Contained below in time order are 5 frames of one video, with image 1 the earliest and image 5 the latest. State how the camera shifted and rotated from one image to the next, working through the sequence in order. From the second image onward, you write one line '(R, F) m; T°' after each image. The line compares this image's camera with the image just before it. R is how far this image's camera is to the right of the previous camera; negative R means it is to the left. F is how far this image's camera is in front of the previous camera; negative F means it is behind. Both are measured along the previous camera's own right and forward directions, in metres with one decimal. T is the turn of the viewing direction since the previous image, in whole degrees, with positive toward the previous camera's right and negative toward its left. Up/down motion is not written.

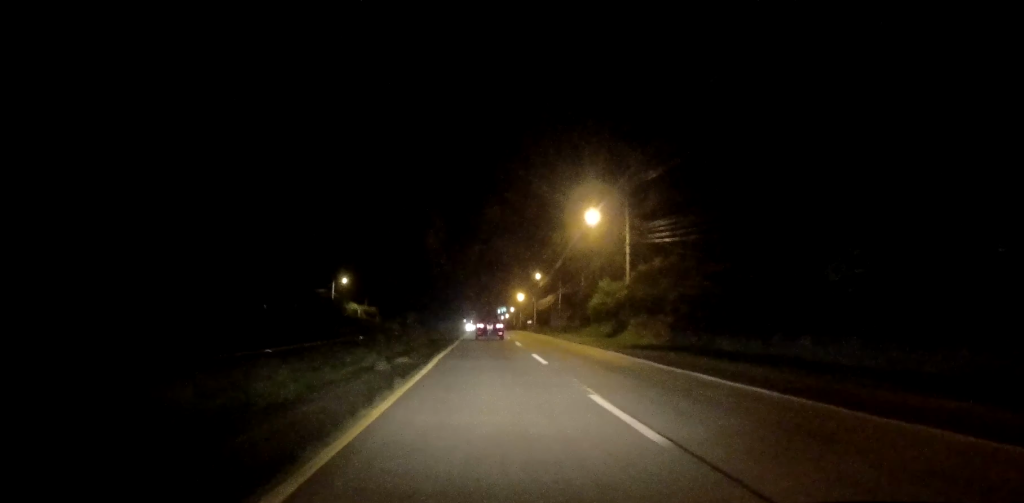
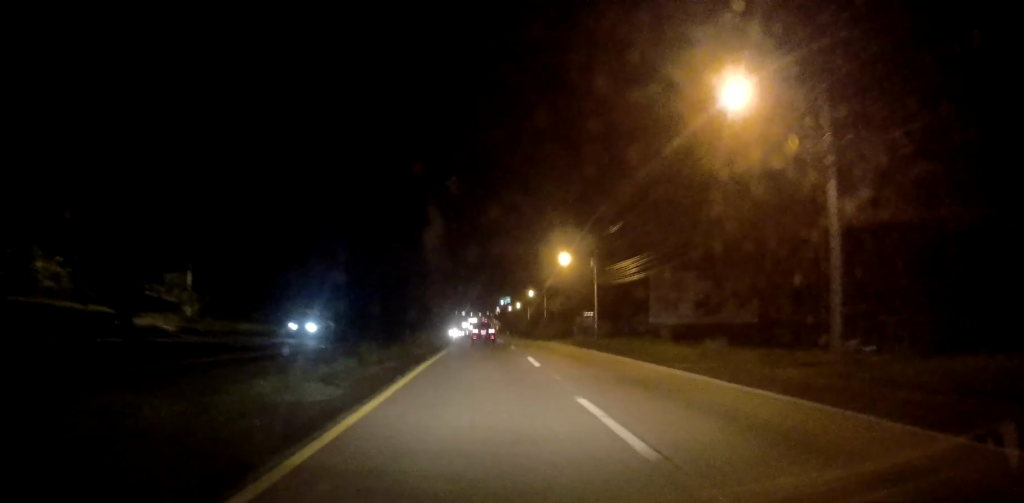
(+0.1, +83.6) m; 0°
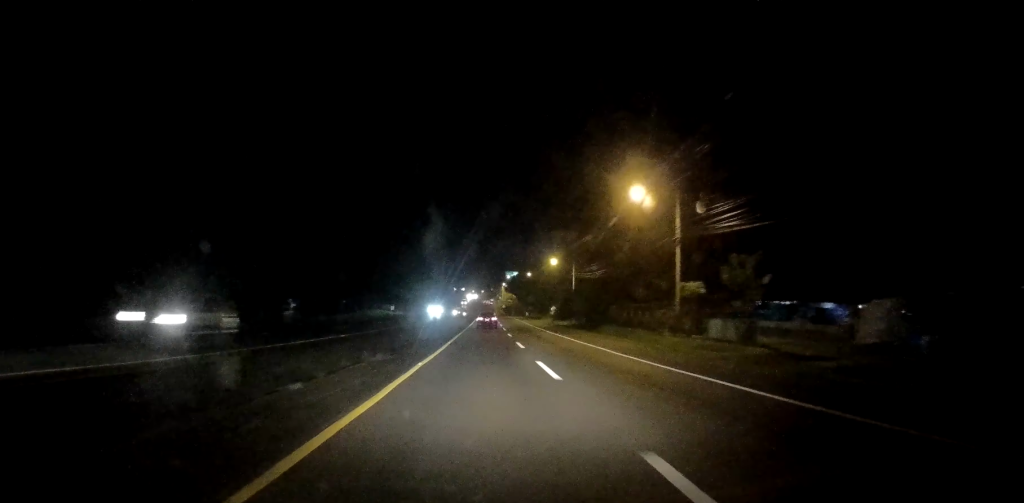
(+0.3, +93.5) m; 0°
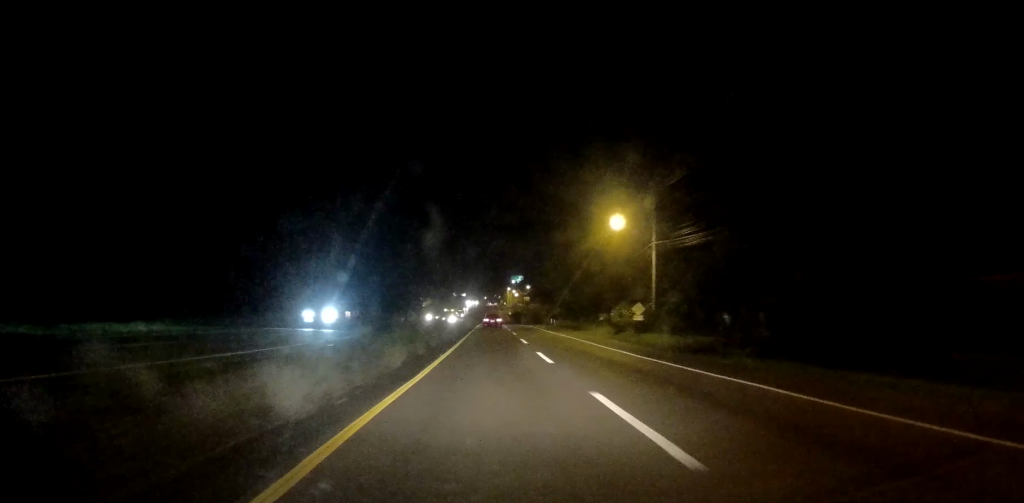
(-0.4, +51.7) m; -1°
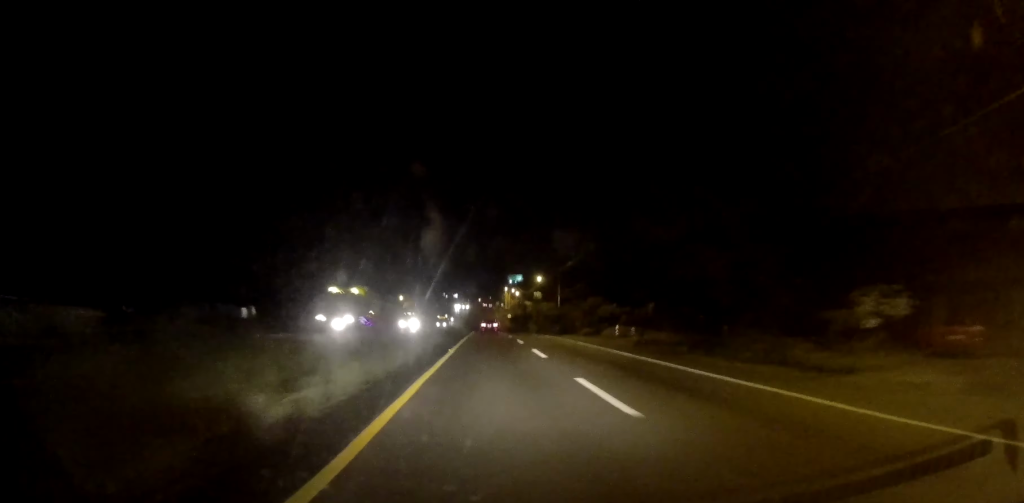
(-0.2, +52.4) m; 0°
